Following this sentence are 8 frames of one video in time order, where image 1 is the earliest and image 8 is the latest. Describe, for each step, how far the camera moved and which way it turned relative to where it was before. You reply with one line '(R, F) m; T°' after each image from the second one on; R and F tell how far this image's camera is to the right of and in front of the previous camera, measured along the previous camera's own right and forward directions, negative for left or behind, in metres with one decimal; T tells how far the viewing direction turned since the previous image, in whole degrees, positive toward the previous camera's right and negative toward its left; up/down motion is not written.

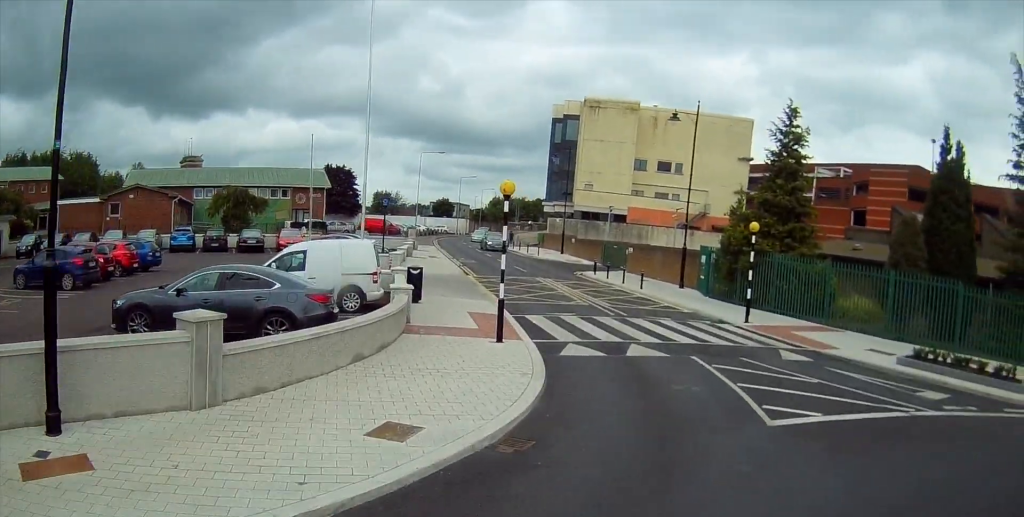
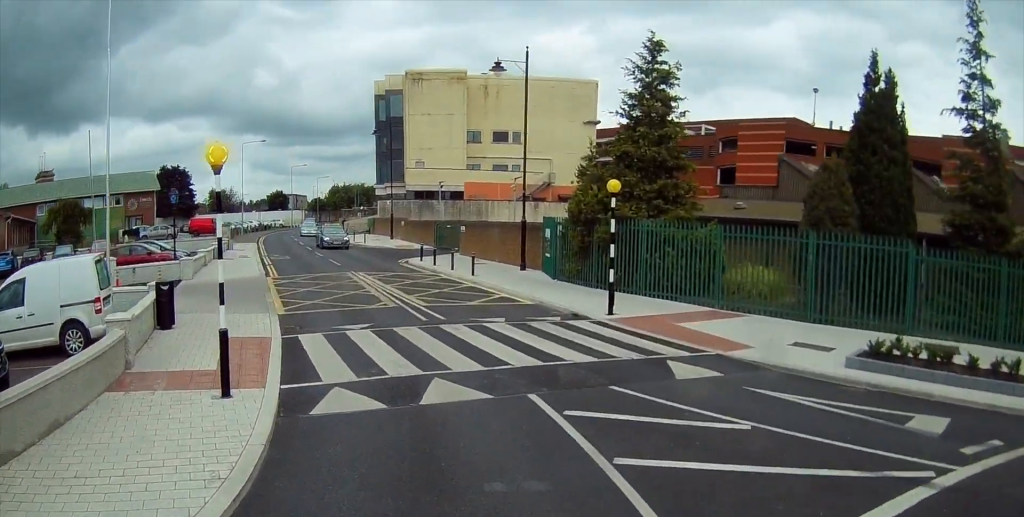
(+0.6, +5.4) m; +12°
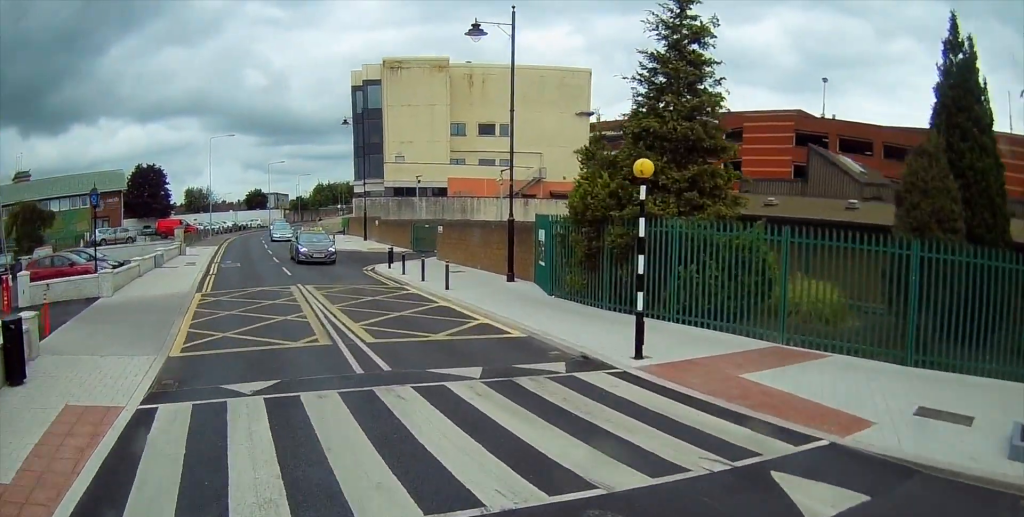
(+0.5, +5.4) m; +1°
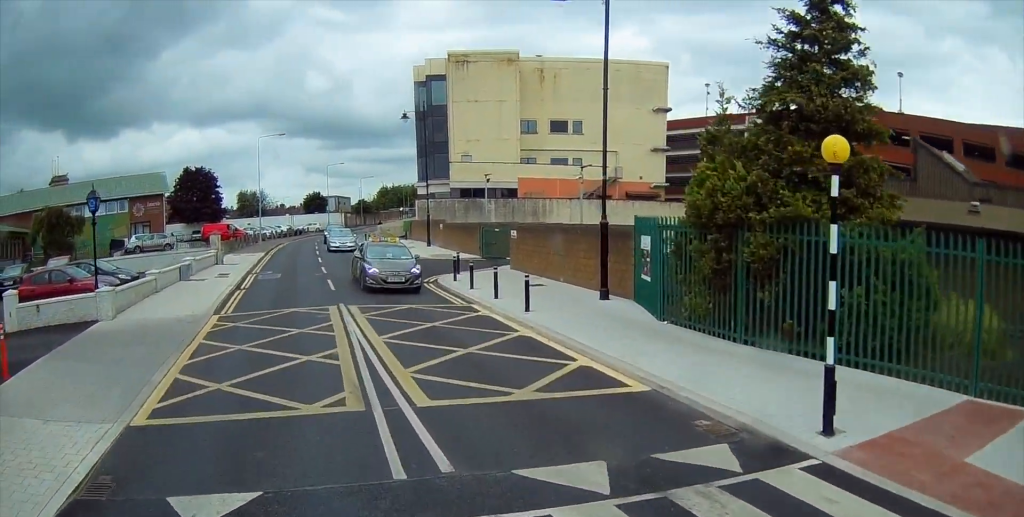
(0.0, +4.0) m; -8°
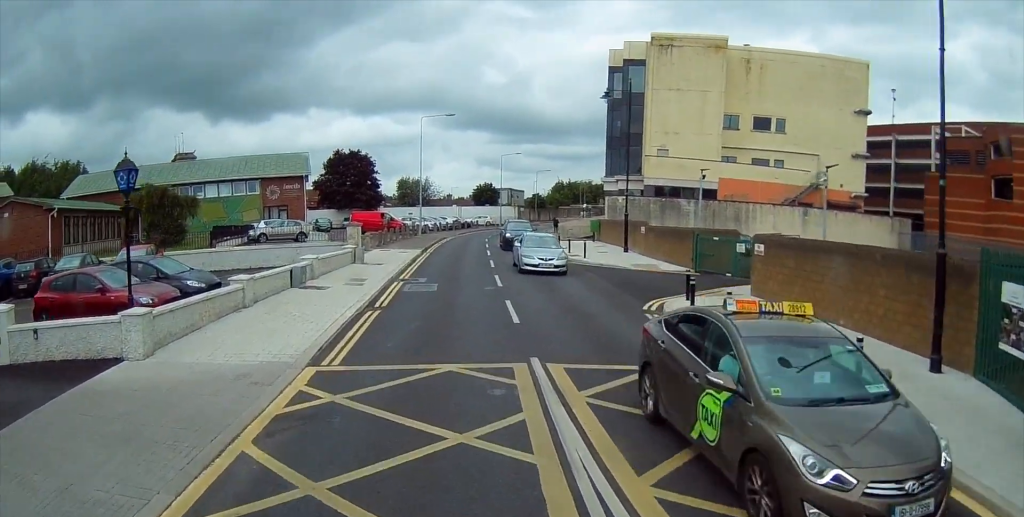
(-1.5, +7.1) m; -16°
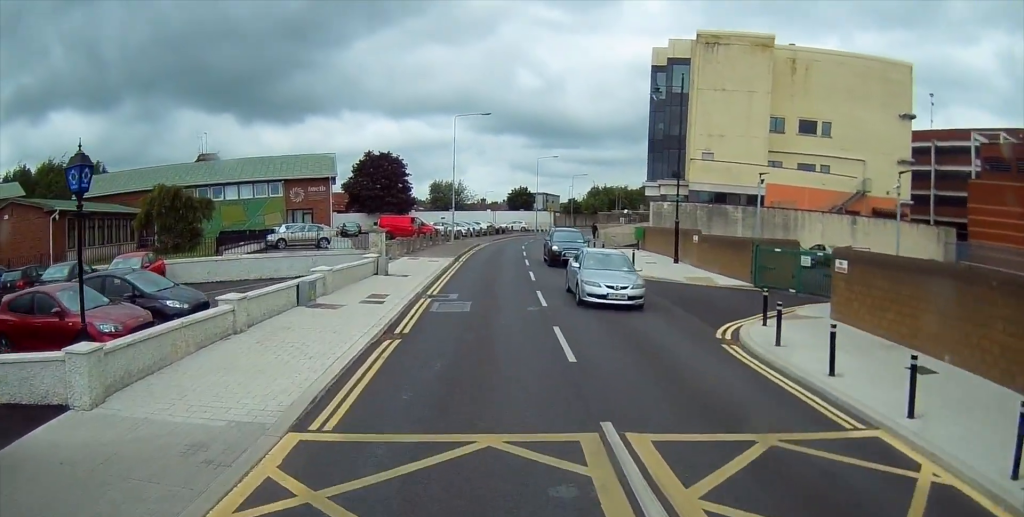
(-0.1, +3.1) m; -2°
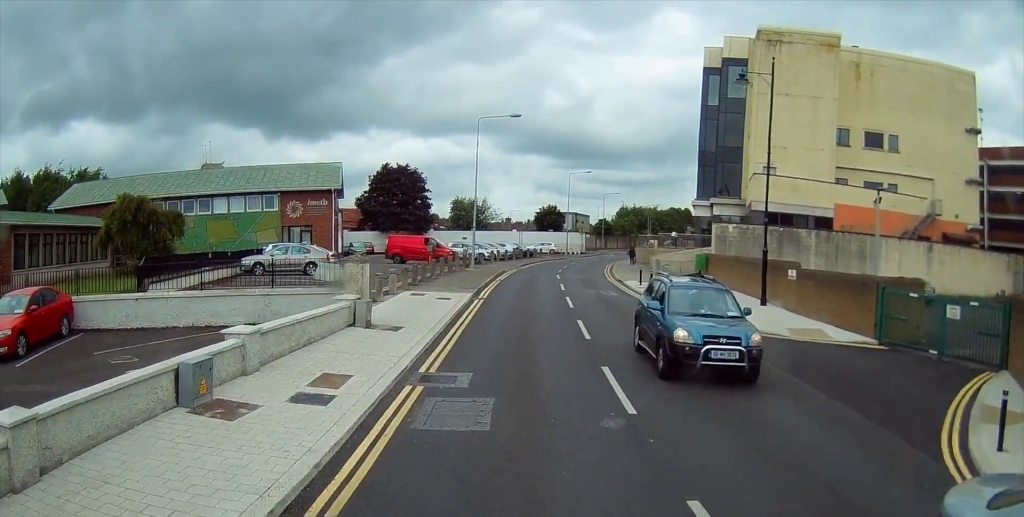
(-0.3, +8.1) m; 0°
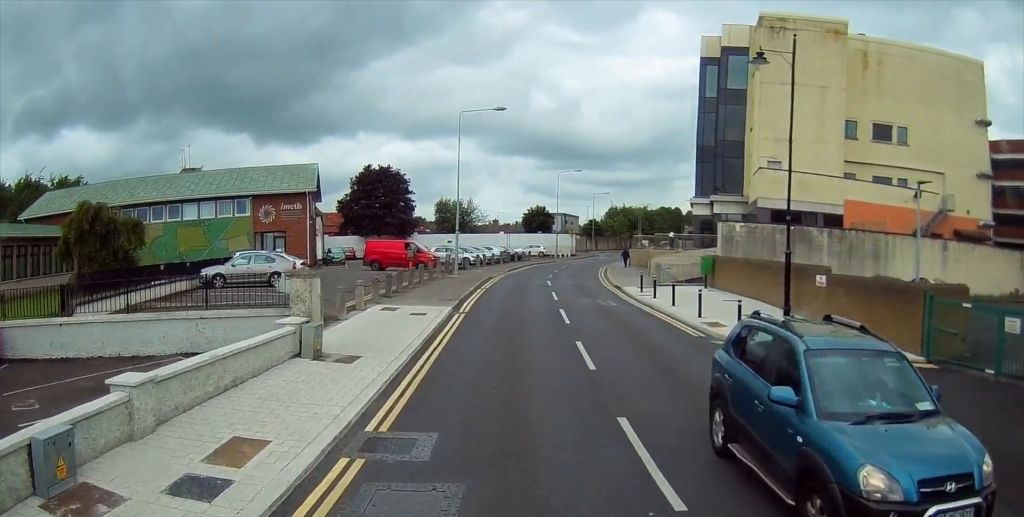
(+0.1, +3.1) m; +4°
